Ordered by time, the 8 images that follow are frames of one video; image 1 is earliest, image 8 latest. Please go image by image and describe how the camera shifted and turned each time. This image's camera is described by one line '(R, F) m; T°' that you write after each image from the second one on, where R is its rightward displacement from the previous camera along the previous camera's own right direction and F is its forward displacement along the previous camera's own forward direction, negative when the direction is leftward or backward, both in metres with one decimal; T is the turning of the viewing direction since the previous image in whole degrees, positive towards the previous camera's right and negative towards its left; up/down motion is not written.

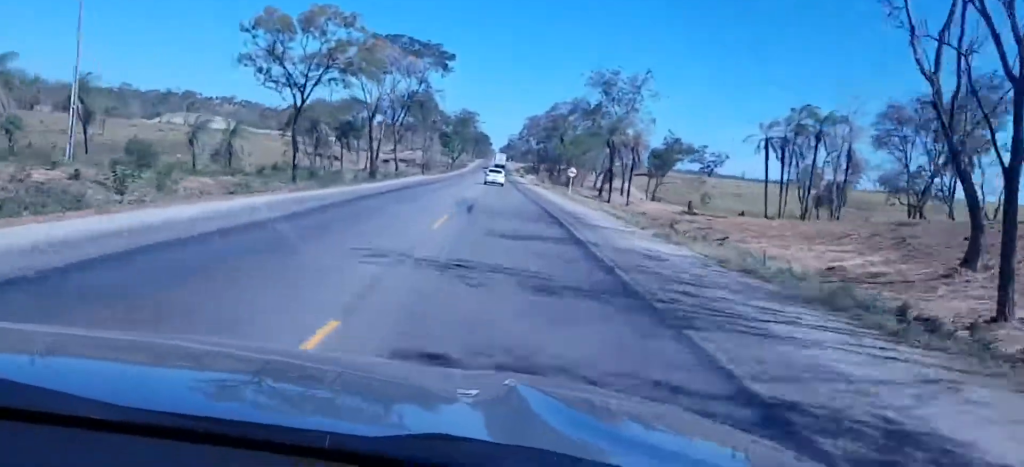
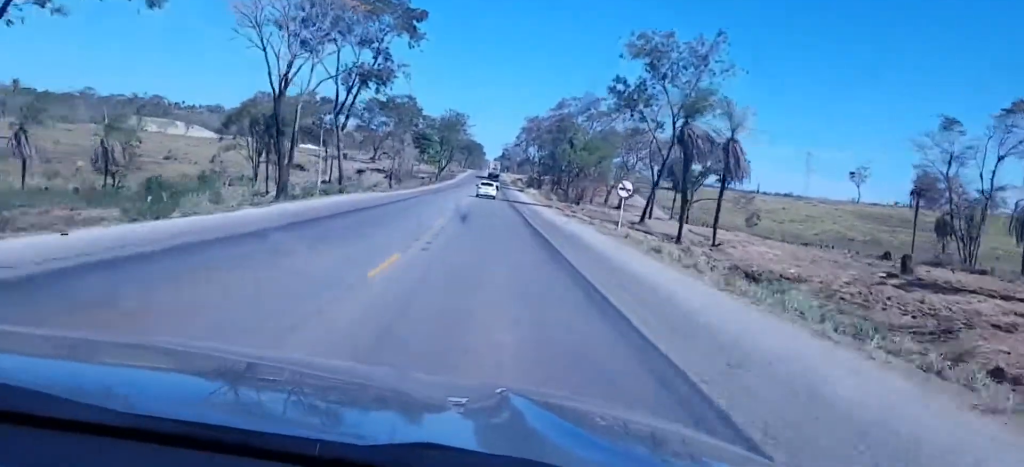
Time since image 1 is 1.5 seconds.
(-0.3, +35.7) m; -1°
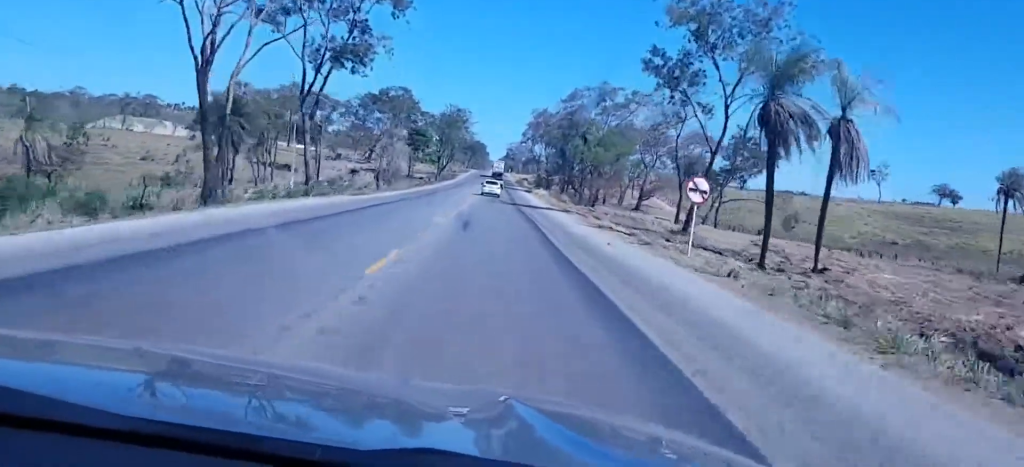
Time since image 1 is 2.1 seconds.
(-0.2, +15.1) m; 0°
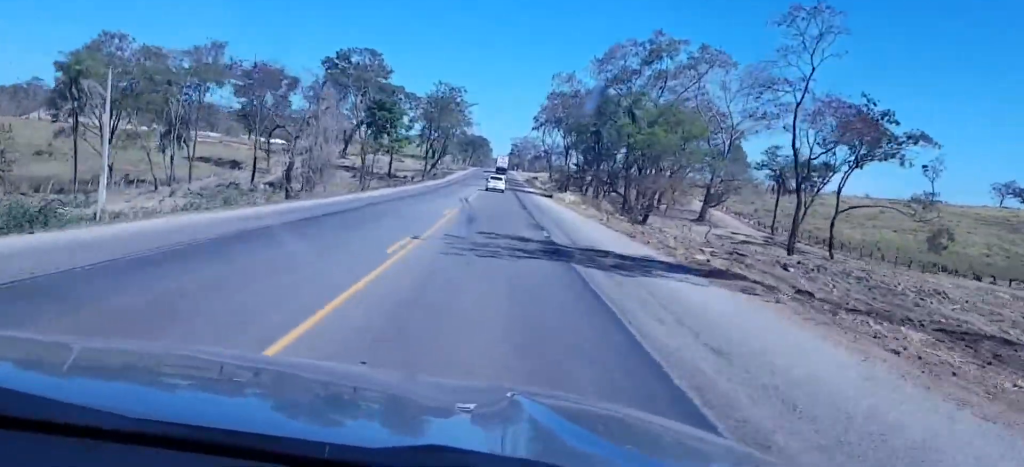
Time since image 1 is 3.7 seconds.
(+0.1, +42.5) m; 0°
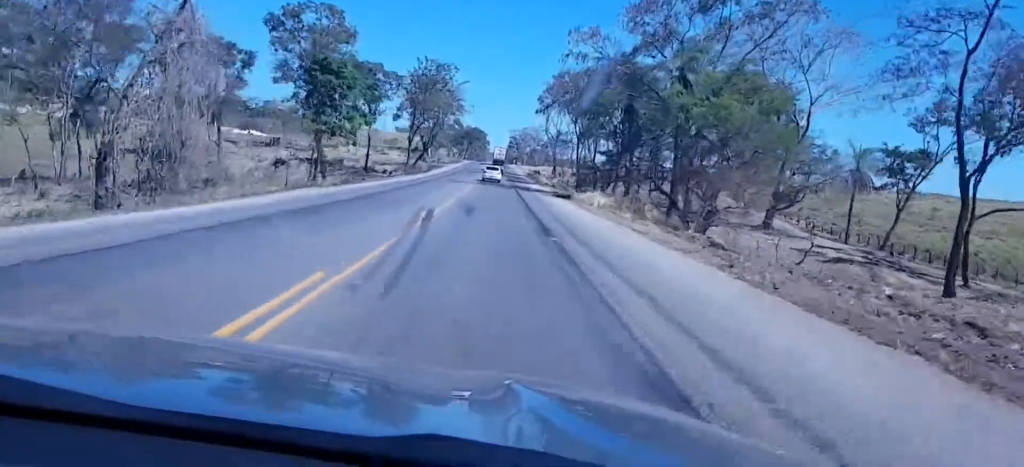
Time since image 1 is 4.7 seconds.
(+0.2, +25.0) m; 0°
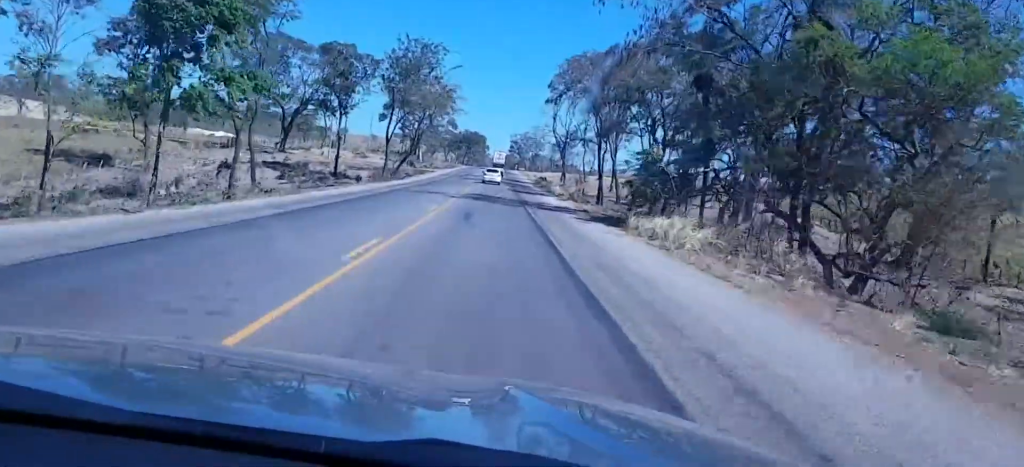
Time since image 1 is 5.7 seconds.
(-0.1, +25.9) m; 0°
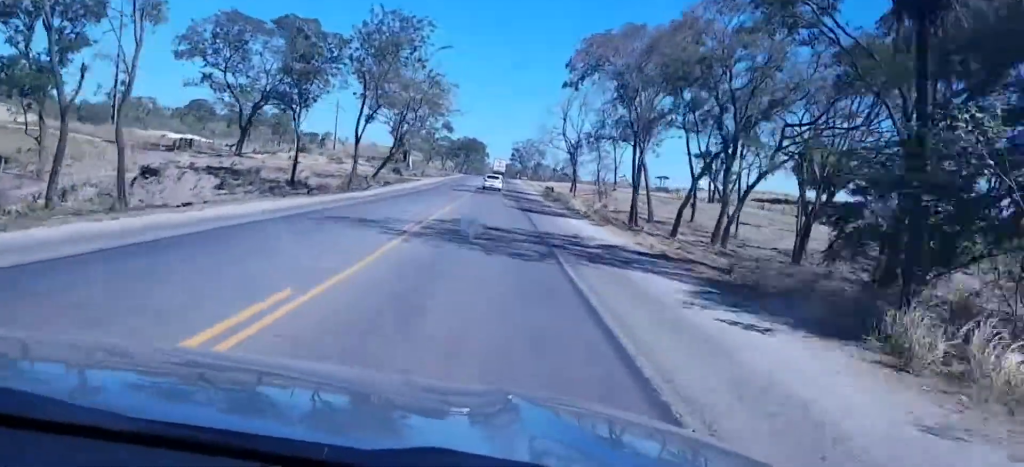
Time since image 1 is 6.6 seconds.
(+0.1, +22.6) m; 0°
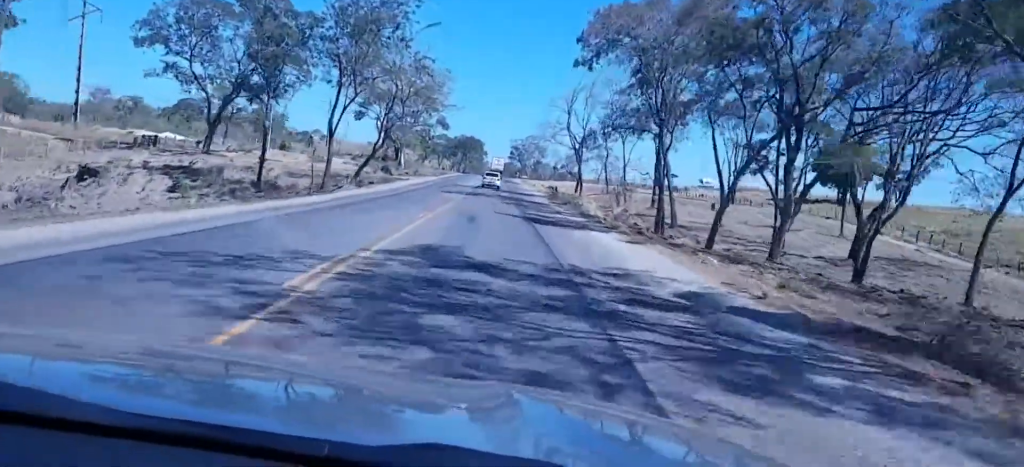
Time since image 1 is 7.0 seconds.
(+0.4, +12.3) m; 0°
